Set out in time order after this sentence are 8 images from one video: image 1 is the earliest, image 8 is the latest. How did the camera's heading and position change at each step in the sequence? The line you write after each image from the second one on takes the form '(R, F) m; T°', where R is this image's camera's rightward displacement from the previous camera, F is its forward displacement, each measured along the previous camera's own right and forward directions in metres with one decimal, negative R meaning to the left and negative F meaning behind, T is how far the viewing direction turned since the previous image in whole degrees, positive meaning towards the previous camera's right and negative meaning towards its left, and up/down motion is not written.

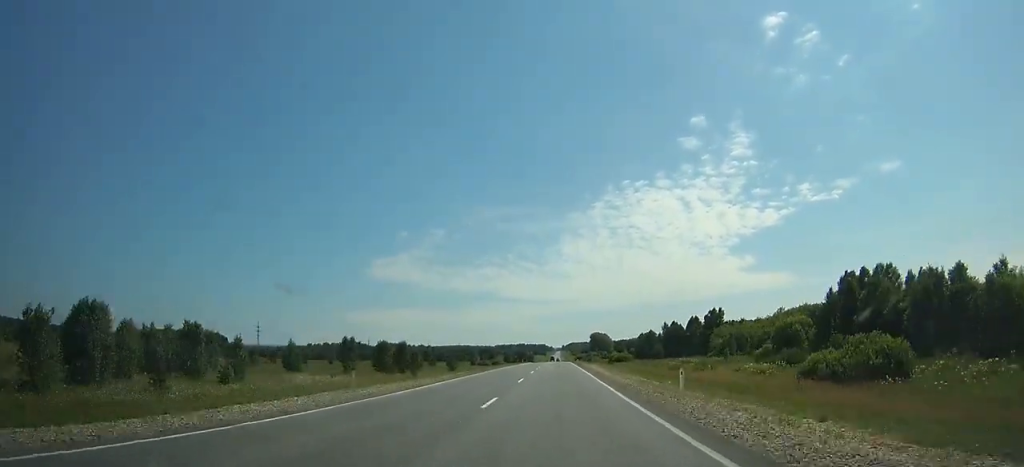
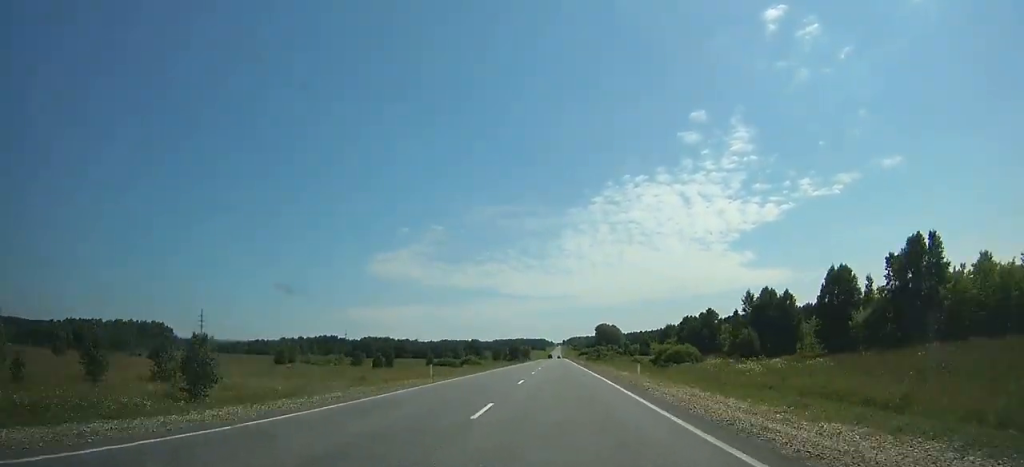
(0.0, +87.3) m; 0°
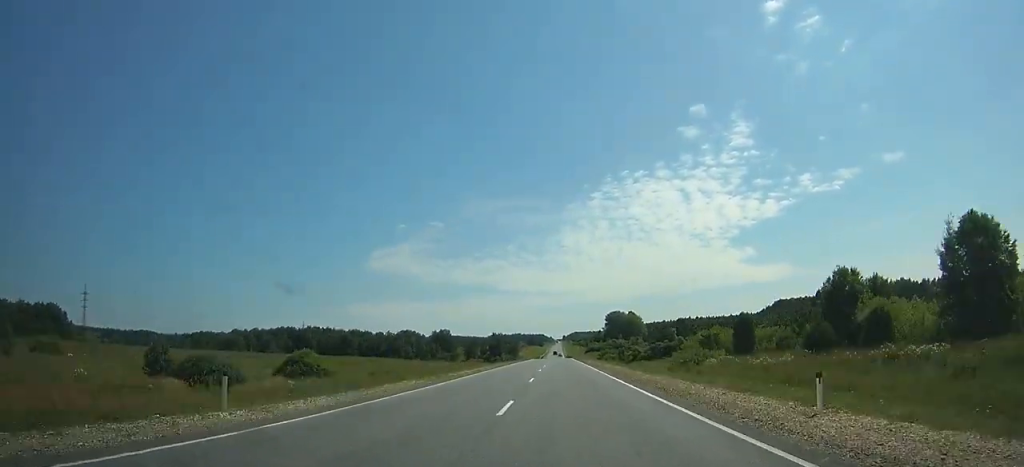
(0.0, +119.7) m; 0°
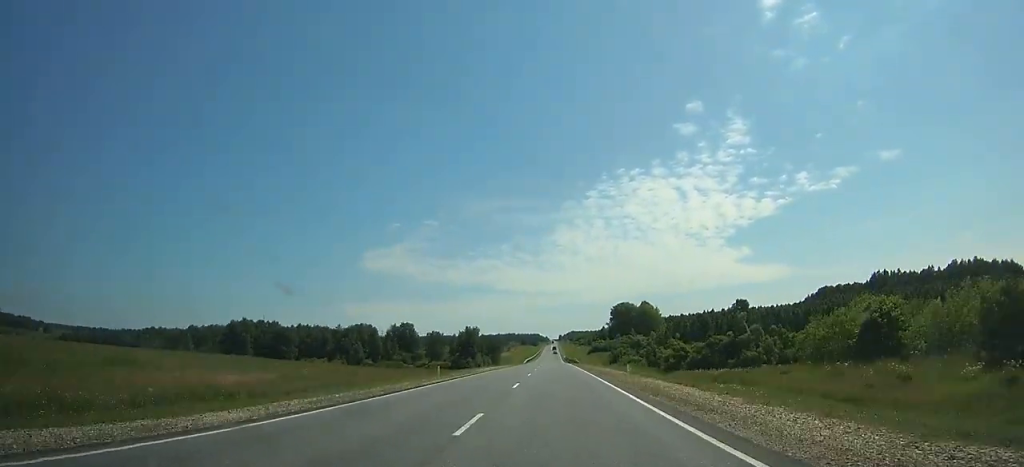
(+0.1, +74.2) m; 0°
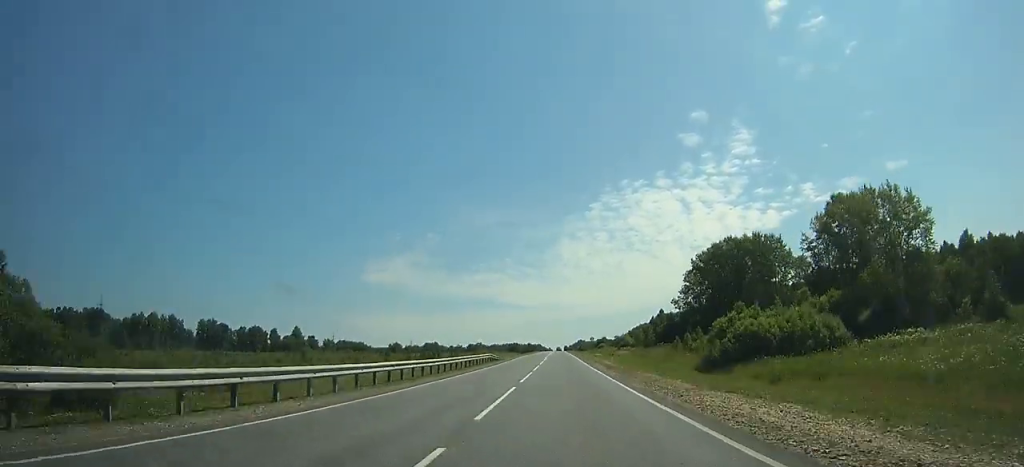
(0.0, +207.5) m; 0°
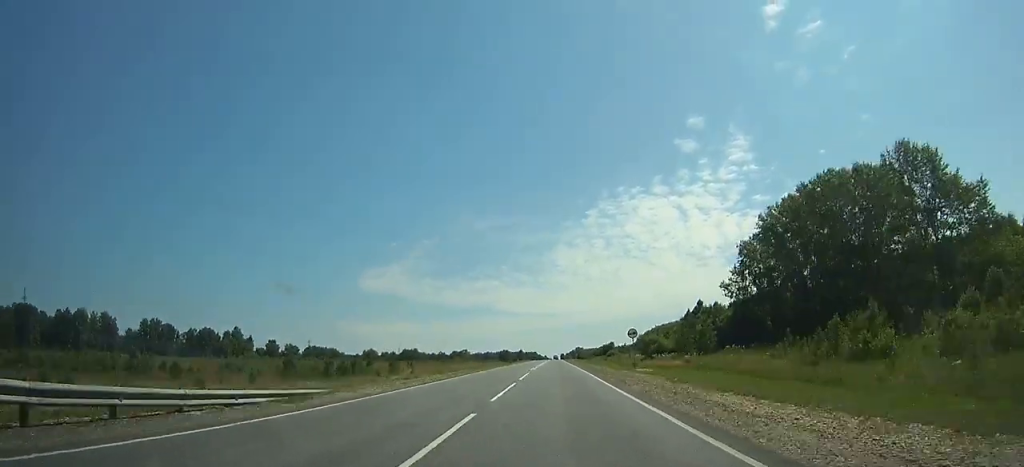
(0.0, +55.7) m; 0°
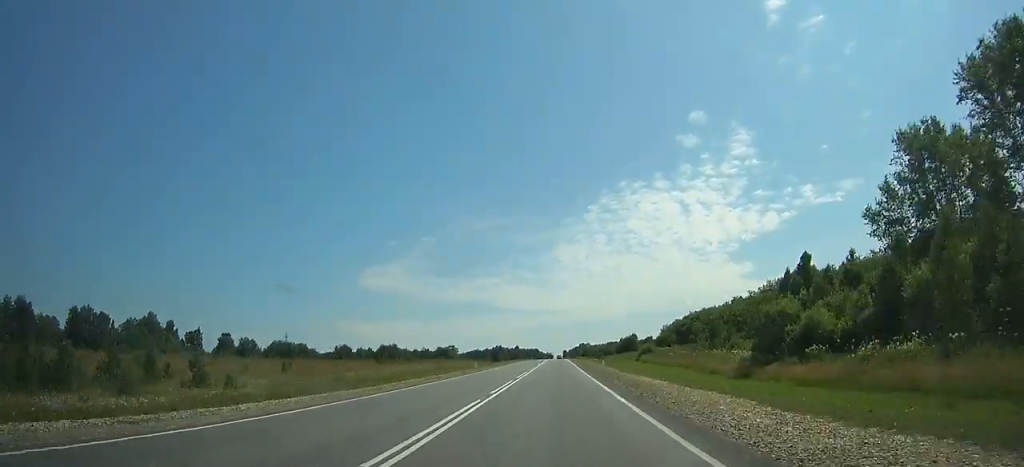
(0.0, +58.6) m; 0°
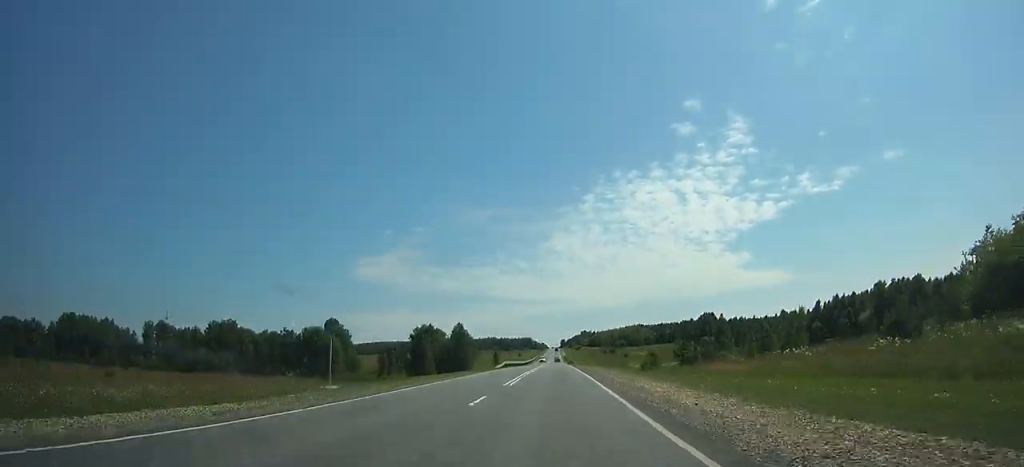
(+0.3, +180.3) m; 0°
